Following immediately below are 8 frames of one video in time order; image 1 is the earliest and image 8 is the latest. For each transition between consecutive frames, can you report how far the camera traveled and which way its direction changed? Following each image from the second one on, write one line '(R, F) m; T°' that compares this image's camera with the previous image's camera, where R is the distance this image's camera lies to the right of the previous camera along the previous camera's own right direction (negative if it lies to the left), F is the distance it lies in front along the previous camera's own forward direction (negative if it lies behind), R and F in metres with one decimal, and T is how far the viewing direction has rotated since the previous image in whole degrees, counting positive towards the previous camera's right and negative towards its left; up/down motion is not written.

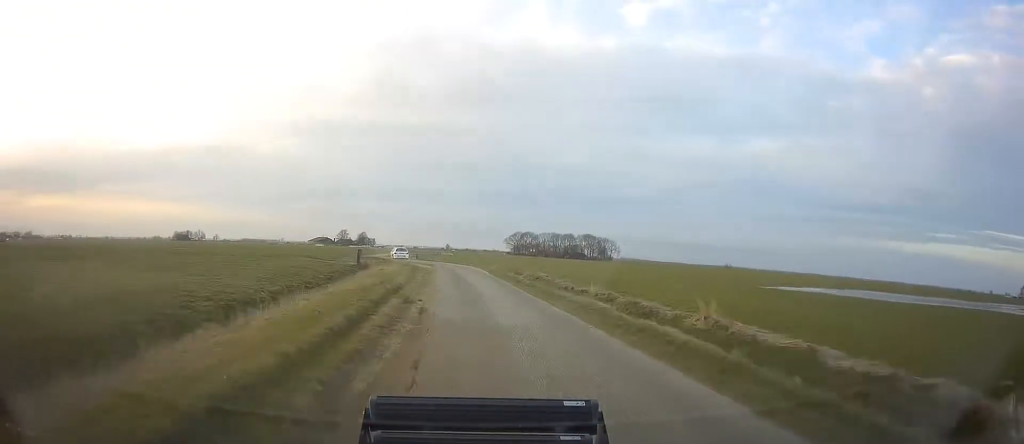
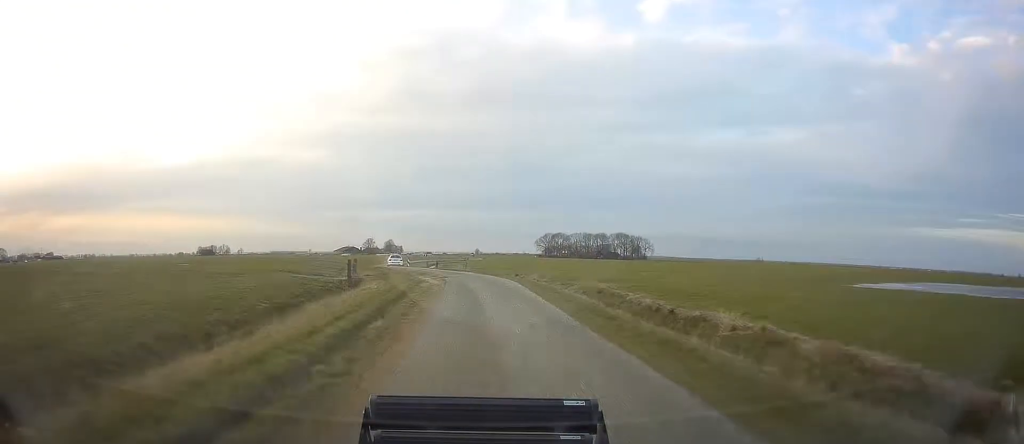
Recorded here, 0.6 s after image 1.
(-0.4, +13.6) m; -4°
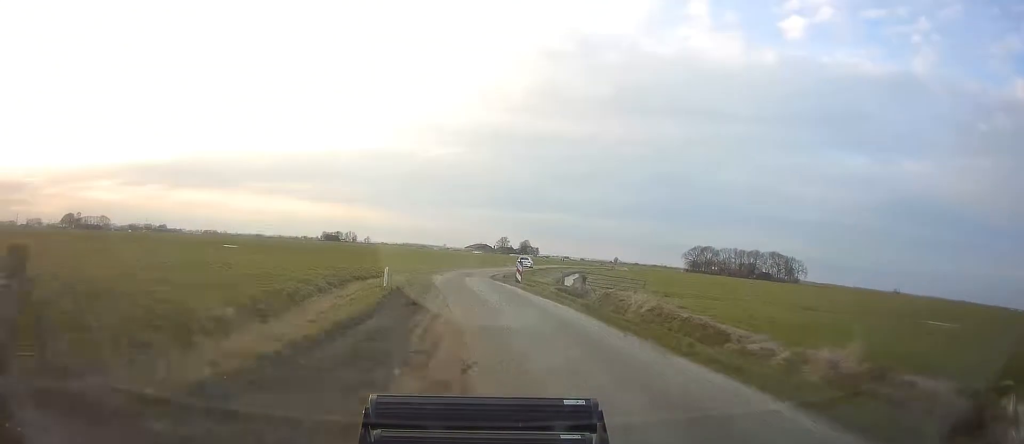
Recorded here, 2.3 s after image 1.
(-4.2, +41.2) m; -10°
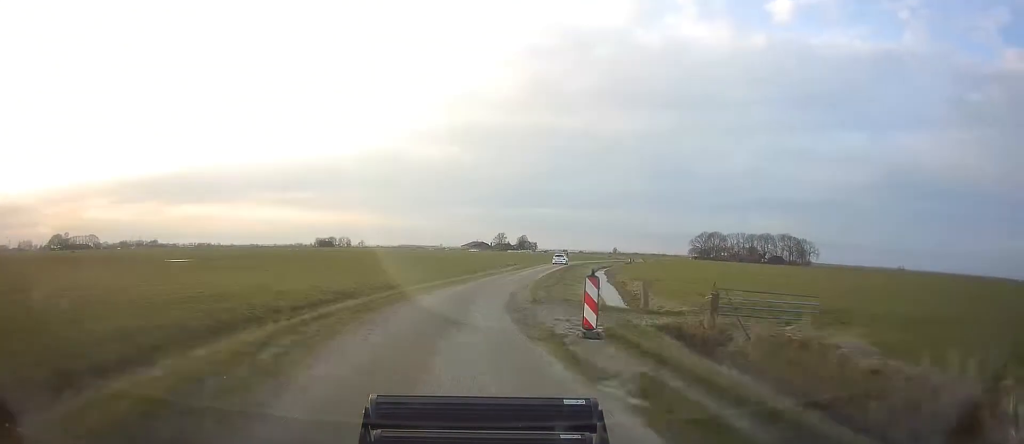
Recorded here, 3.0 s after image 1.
(-0.5, +19.4) m; -1°
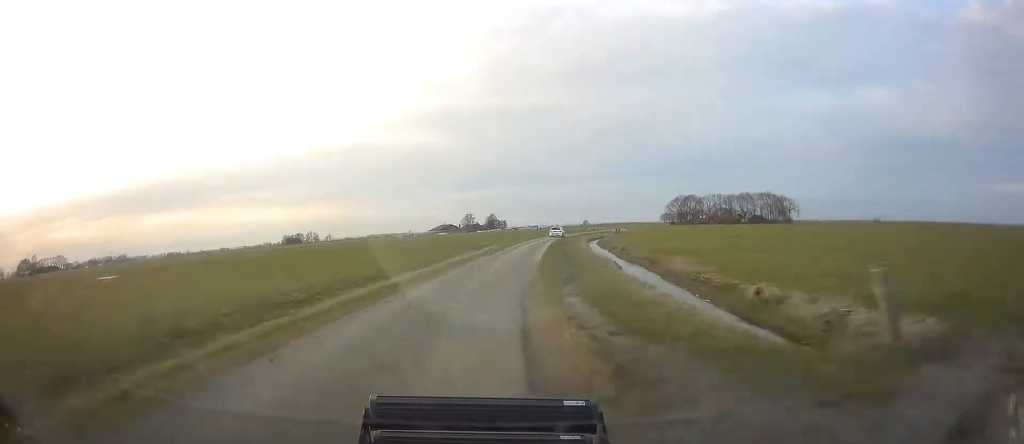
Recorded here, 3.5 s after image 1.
(-0.4, +14.4) m; +1°
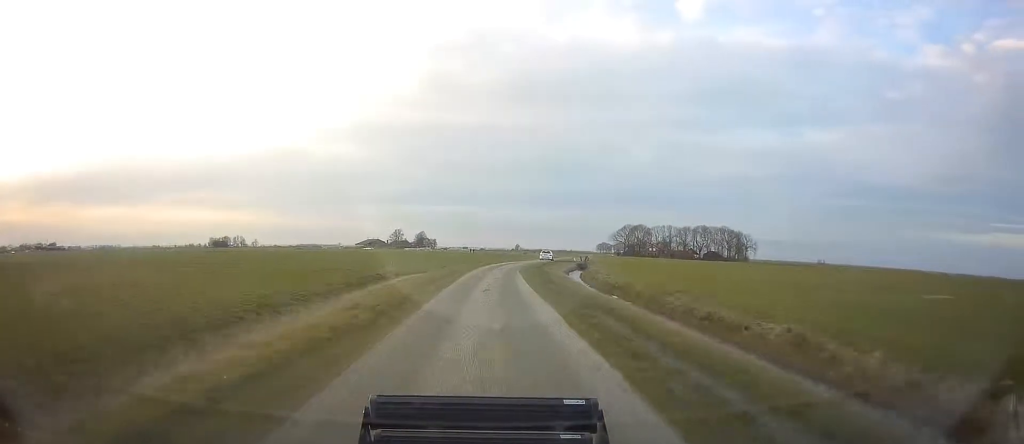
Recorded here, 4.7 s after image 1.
(+1.6, +32.8) m; +5°
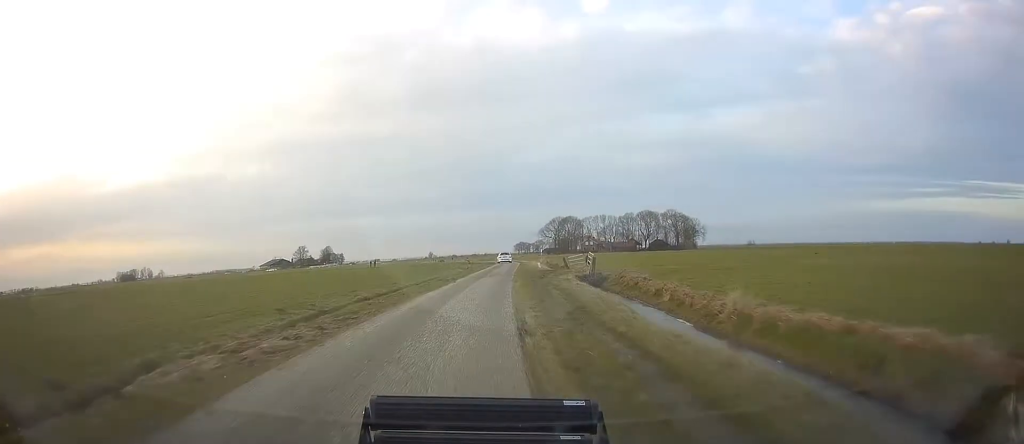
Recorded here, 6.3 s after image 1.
(+3.2, +47.1) m; +7°
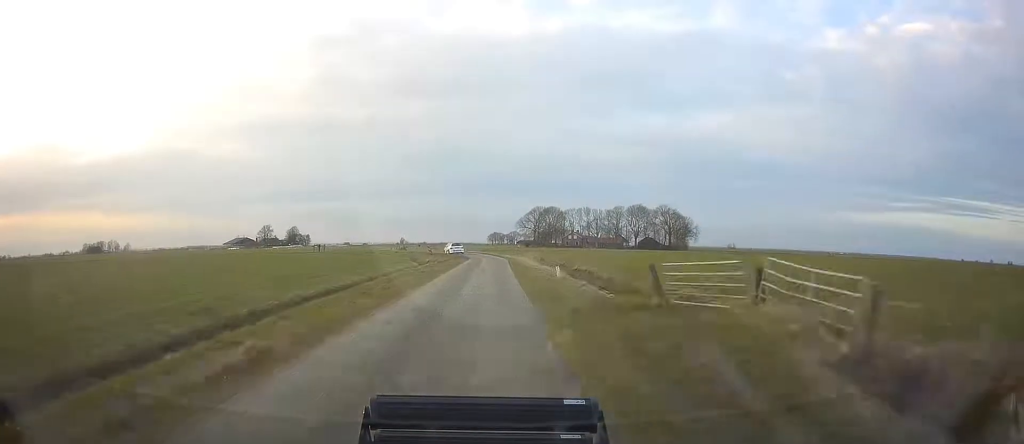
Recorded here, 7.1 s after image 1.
(+0.9, +26.7) m; +2°
